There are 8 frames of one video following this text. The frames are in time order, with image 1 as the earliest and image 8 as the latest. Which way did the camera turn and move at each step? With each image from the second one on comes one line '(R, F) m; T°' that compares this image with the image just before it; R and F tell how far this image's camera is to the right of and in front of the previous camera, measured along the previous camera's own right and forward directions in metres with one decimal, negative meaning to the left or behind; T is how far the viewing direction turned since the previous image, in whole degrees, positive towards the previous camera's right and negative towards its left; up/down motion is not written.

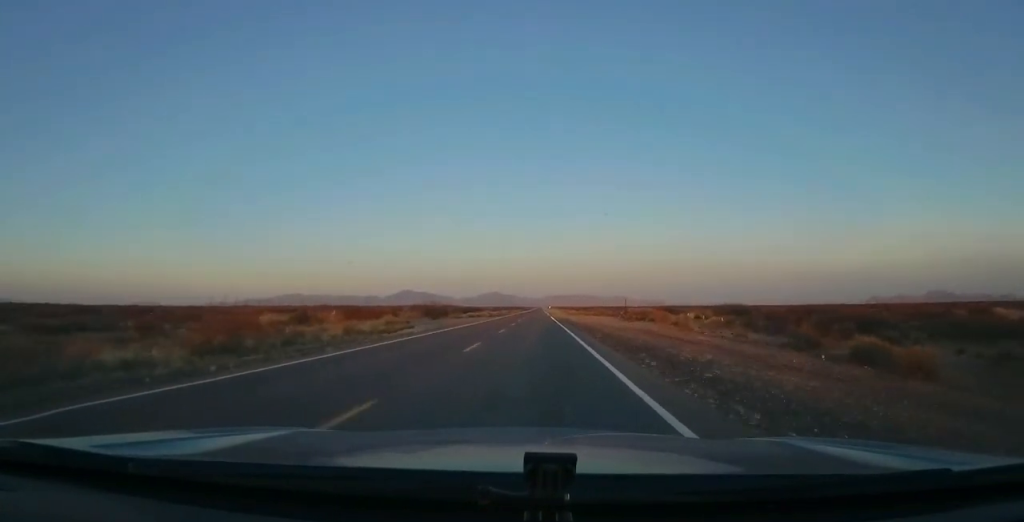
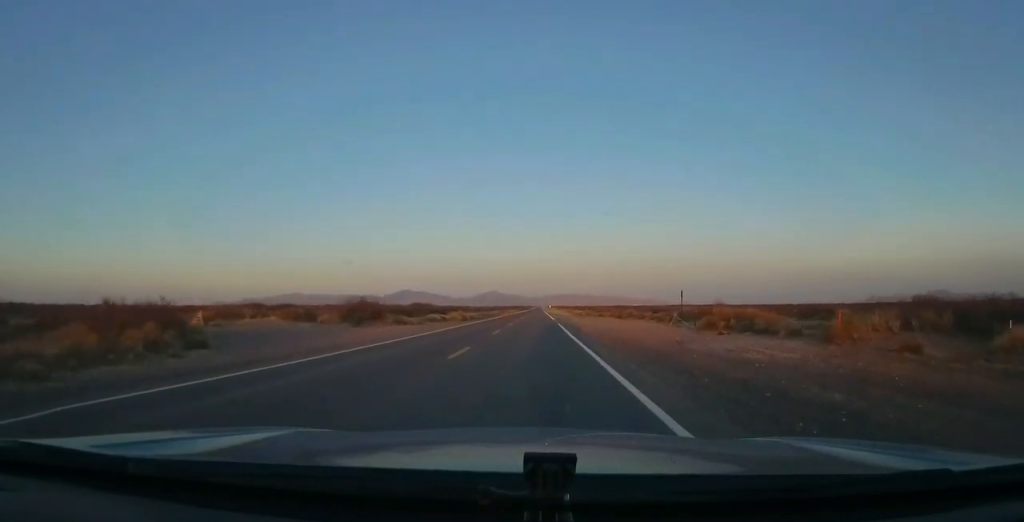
(0.0, +38.1) m; -1°
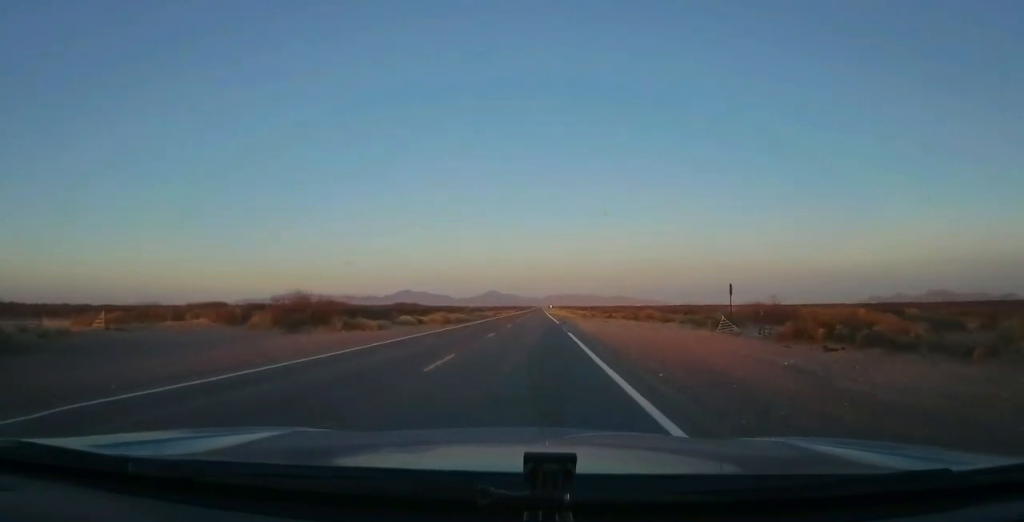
(-0.2, +14.6) m; 0°
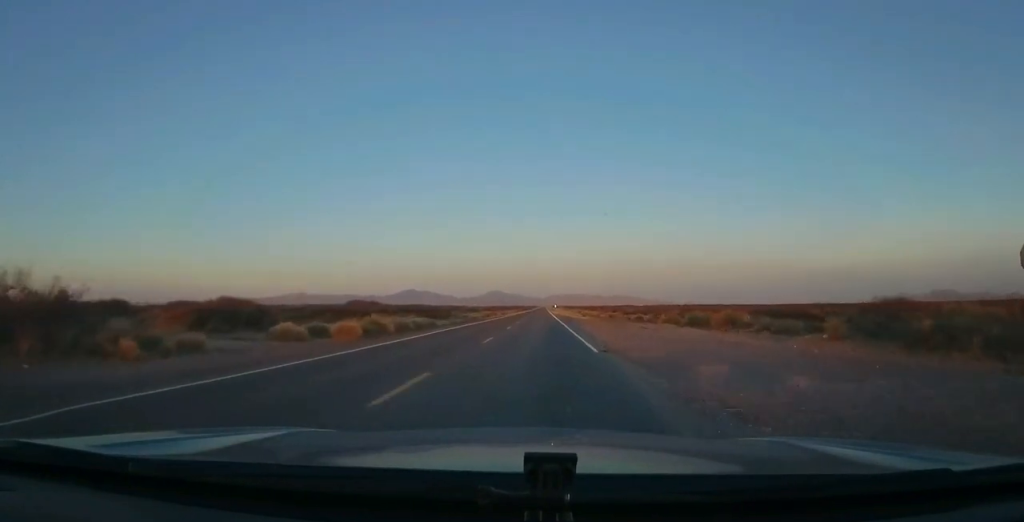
(-0.2, +28.2) m; 0°
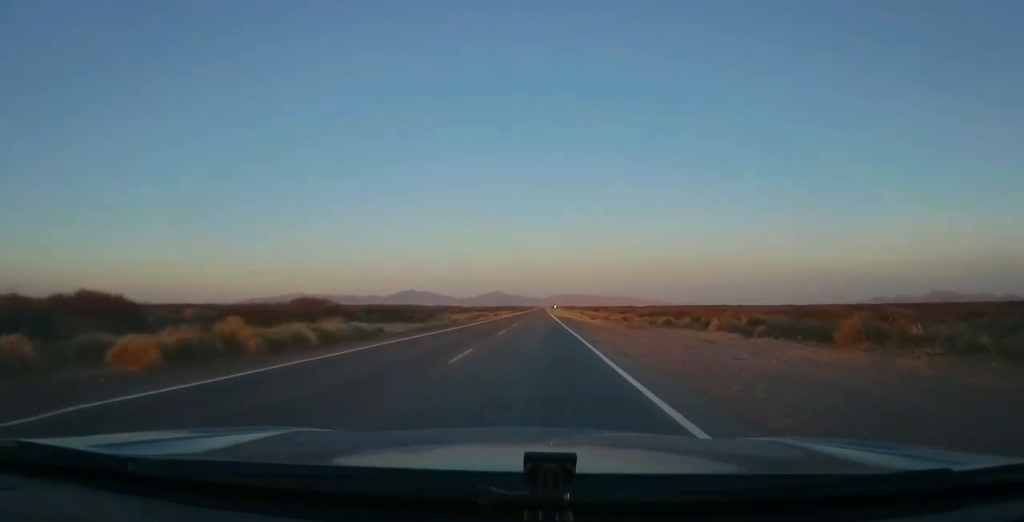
(+0.4, +18.5) m; 0°
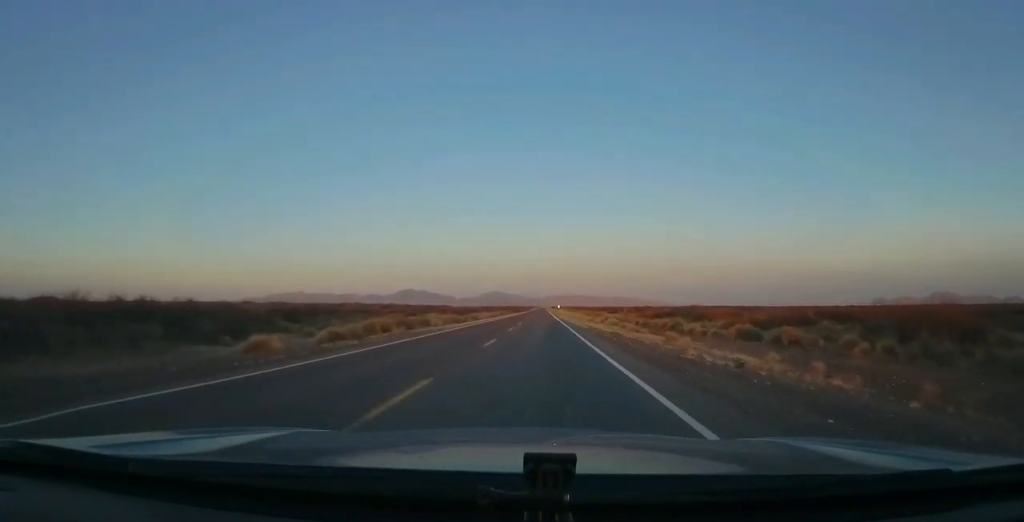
(0.0, +55.6) m; +1°
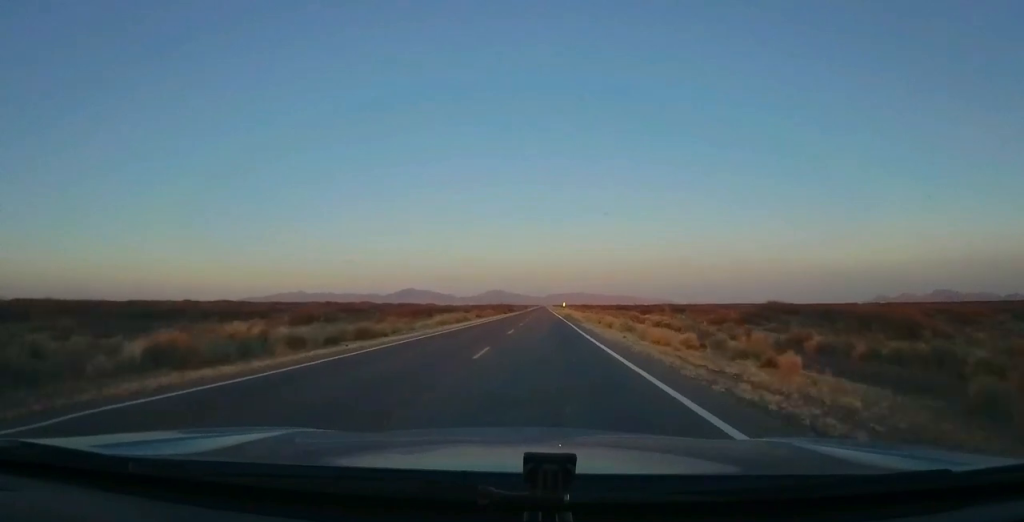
(-0.6, +52.9) m; -1°
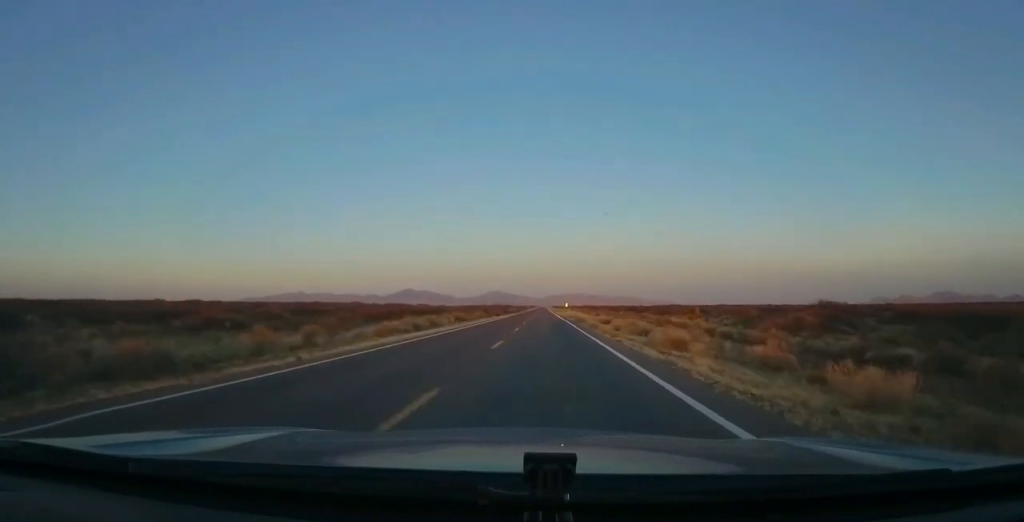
(0.0, +20.6) m; 0°
